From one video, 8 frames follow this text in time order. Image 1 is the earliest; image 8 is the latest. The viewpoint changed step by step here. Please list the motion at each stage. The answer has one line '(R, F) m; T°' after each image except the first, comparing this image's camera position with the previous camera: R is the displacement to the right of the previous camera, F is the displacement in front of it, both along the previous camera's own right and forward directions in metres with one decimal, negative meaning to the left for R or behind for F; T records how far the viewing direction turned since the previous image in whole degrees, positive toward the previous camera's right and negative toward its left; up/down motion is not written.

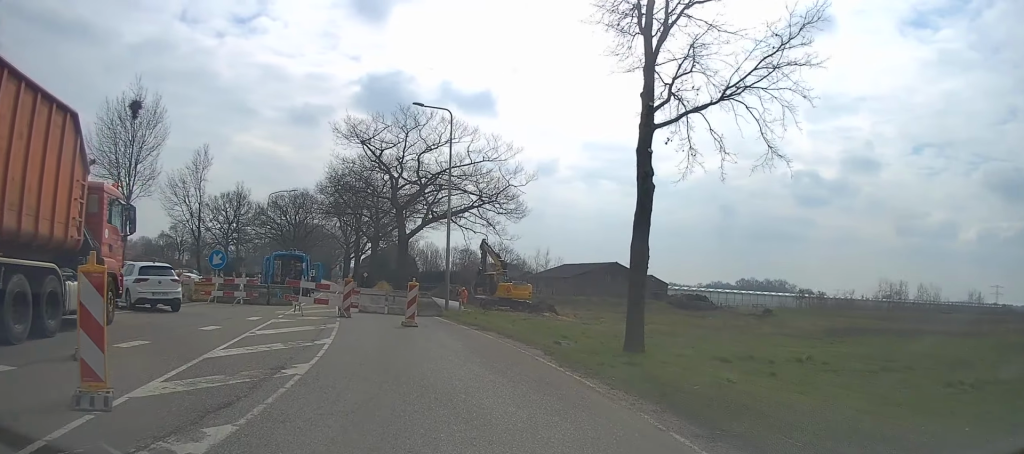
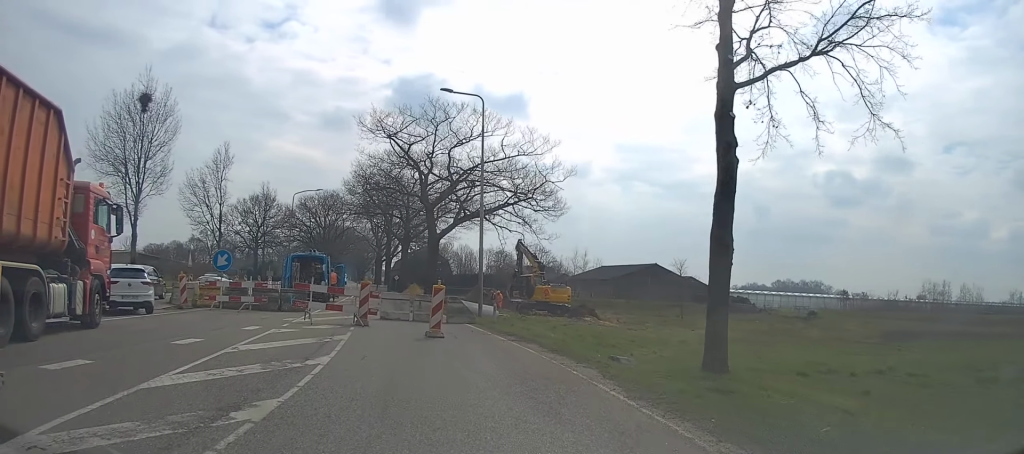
(0.0, +3.1) m; -4°
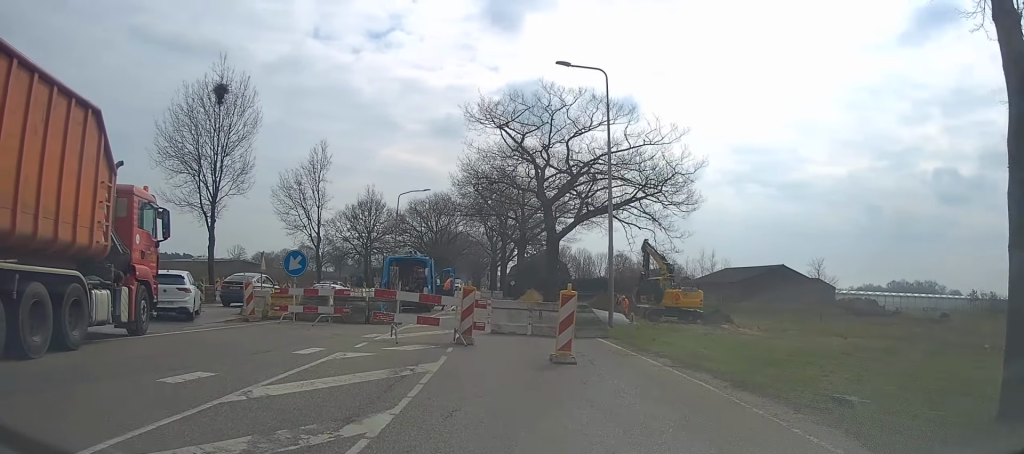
(-0.4, +4.6) m; -11°
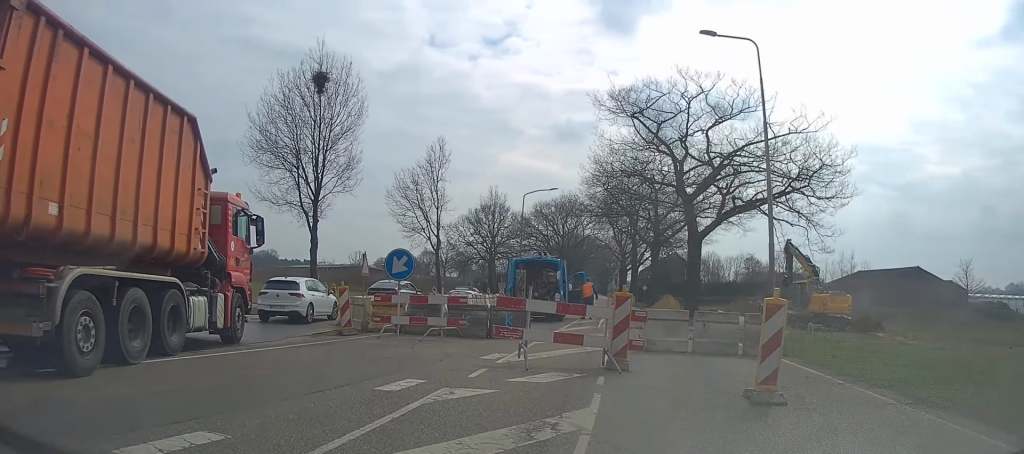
(-0.3, +3.8) m; -9°
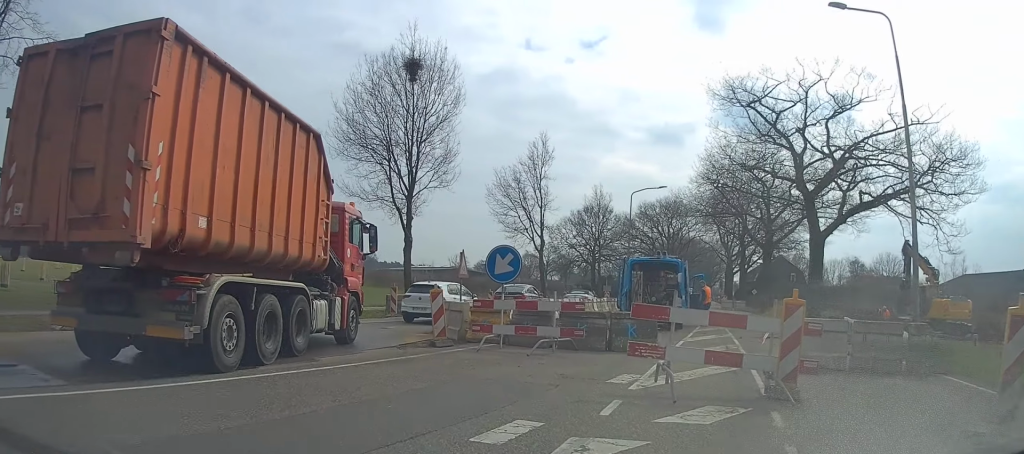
(-0.3, +2.9) m; -7°
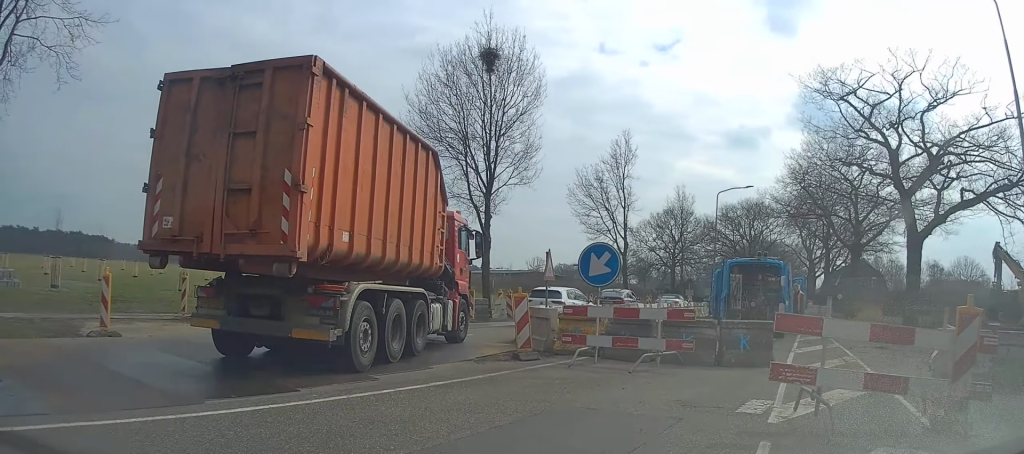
(0.0, +2.1) m; -7°
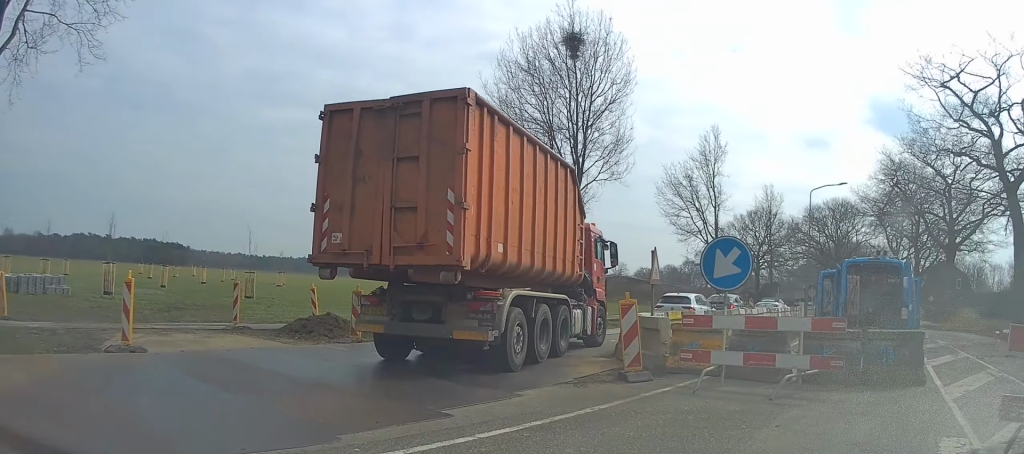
(-0.3, +2.0) m; -17°
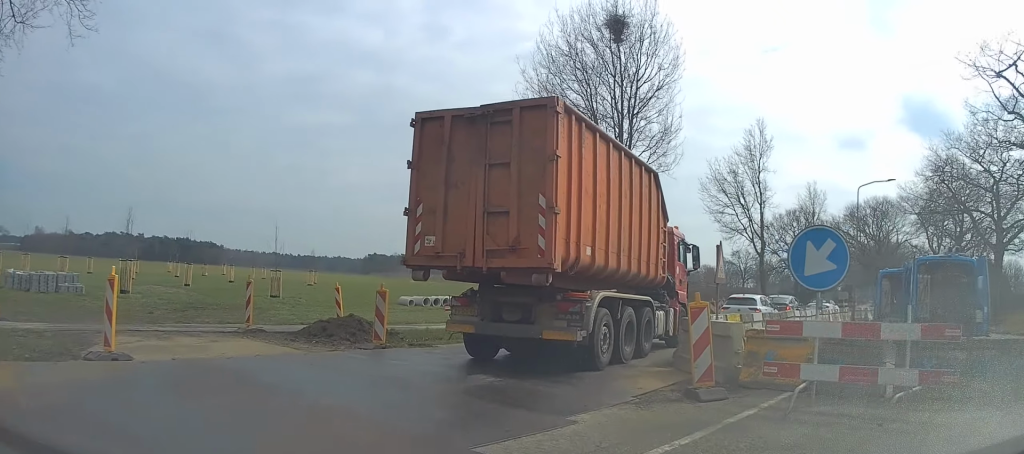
(-0.2, +1.3) m; -5°
